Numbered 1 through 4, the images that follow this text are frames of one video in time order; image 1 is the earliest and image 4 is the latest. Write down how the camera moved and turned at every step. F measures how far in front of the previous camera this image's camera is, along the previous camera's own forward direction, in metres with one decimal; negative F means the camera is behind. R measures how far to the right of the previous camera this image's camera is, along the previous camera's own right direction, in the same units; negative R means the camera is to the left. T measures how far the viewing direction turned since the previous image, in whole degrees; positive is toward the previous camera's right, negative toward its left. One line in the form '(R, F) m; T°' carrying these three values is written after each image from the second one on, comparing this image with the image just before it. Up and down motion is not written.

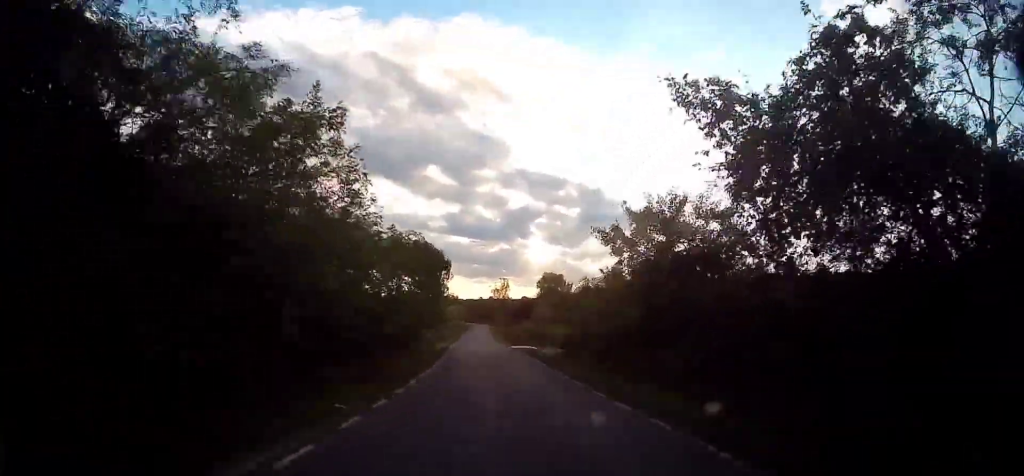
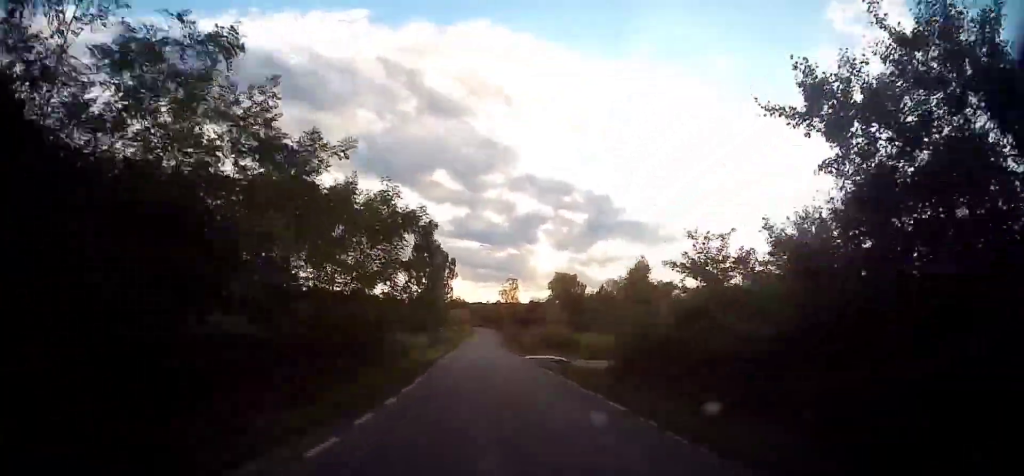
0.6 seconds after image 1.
(-0.2, +11.4) m; -1°
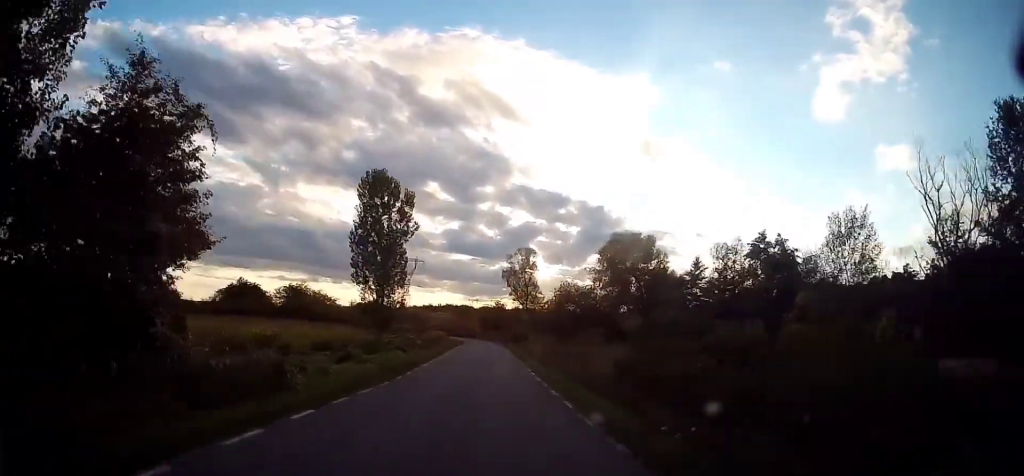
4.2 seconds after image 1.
(-1.2, +71.5) m; +1°
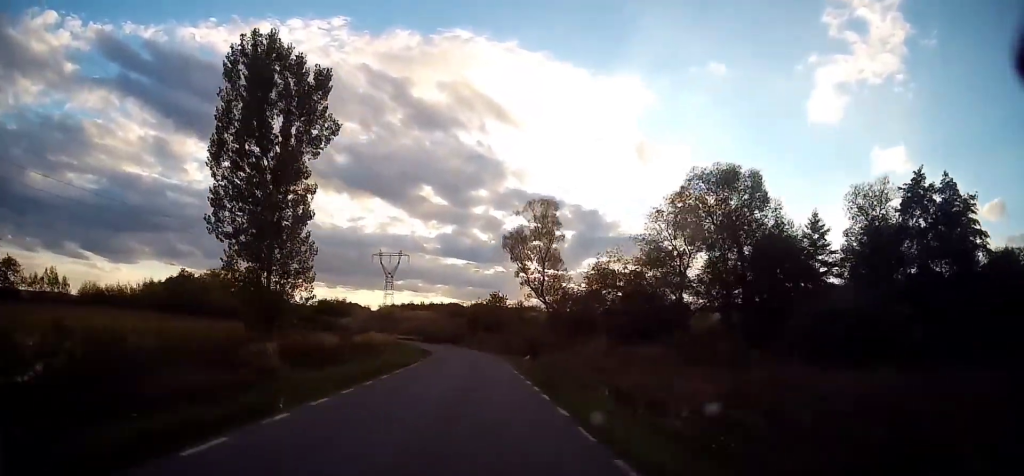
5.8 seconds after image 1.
(+0.5, +31.7) m; 0°
